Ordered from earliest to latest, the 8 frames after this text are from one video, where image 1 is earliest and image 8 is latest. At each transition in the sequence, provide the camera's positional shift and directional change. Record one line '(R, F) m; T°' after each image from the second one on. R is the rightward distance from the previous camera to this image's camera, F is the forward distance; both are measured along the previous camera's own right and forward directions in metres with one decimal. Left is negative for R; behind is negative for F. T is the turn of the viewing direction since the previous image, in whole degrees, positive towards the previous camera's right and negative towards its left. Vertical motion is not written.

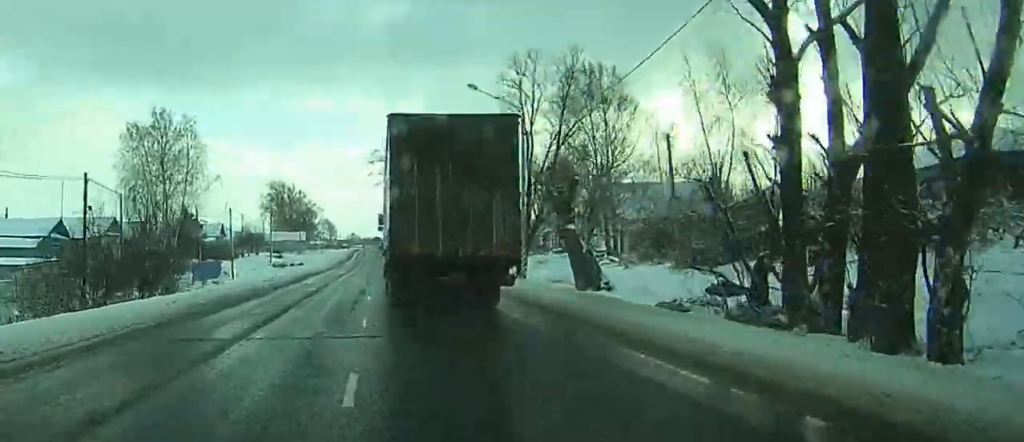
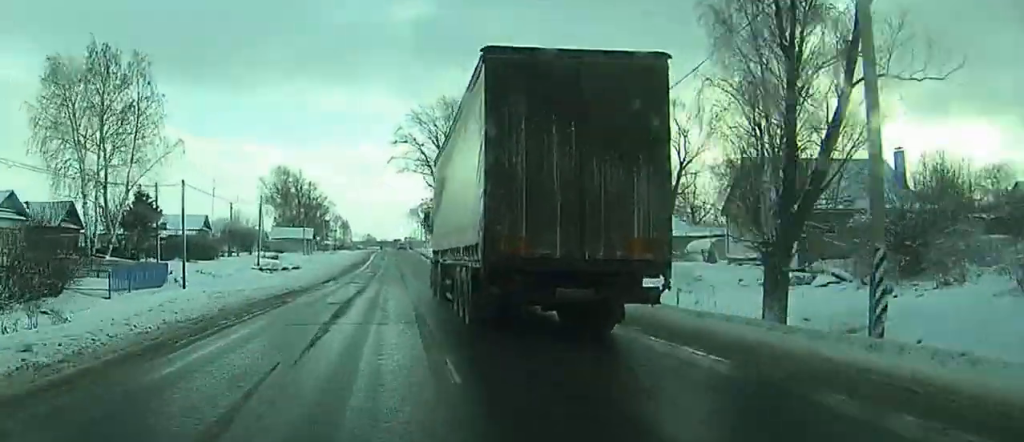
(-1.5, +31.4) m; -3°
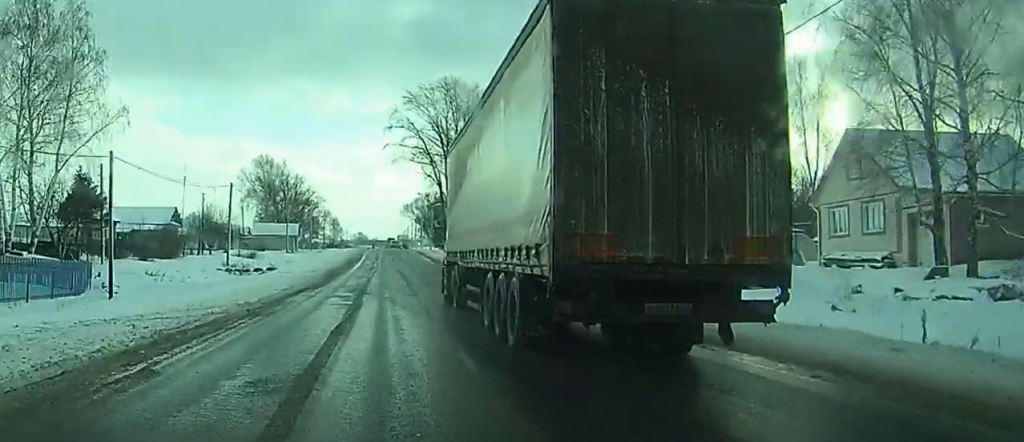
(0.0, +15.7) m; 0°
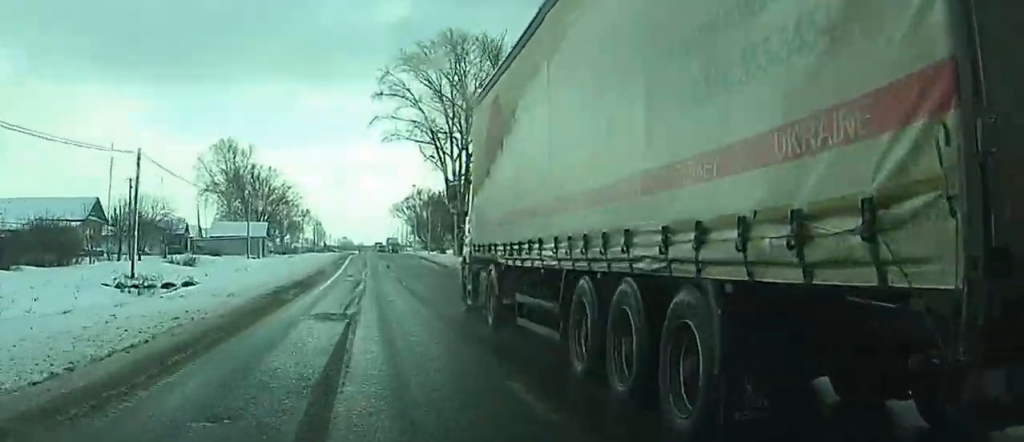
(0.0, +28.1) m; +3°
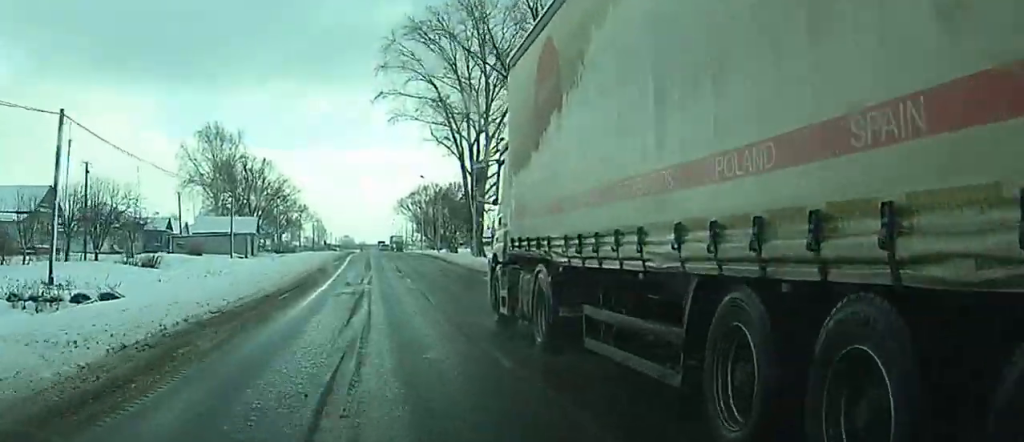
(+0.5, +13.9) m; +1°
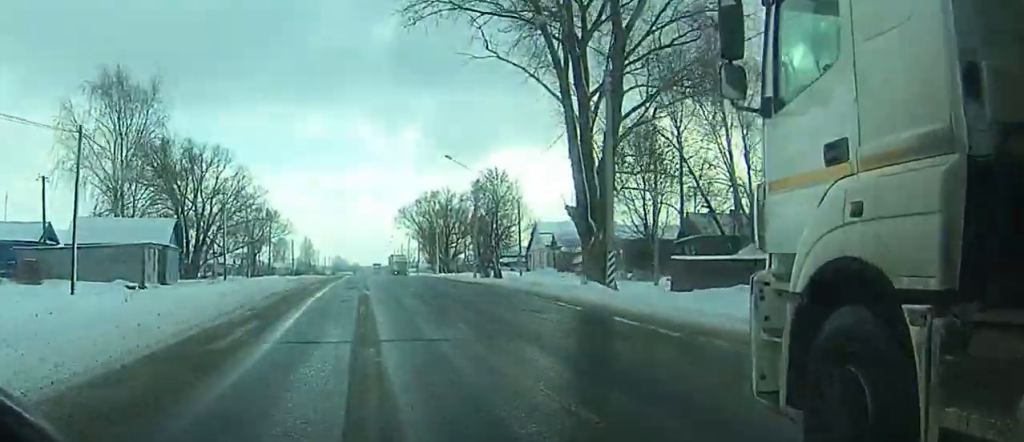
(+1.1, +46.1) m; +2°
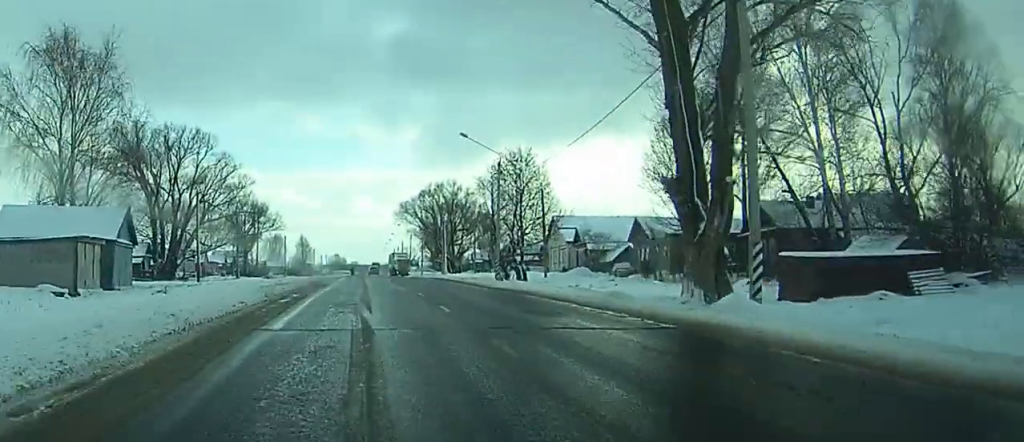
(+0.1, +13.6) m; 0°
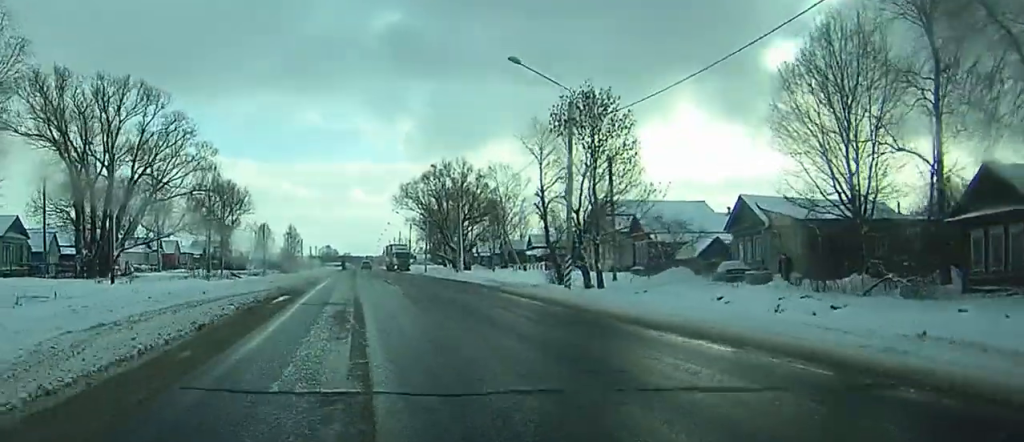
(0.0, +25.7) m; 0°
